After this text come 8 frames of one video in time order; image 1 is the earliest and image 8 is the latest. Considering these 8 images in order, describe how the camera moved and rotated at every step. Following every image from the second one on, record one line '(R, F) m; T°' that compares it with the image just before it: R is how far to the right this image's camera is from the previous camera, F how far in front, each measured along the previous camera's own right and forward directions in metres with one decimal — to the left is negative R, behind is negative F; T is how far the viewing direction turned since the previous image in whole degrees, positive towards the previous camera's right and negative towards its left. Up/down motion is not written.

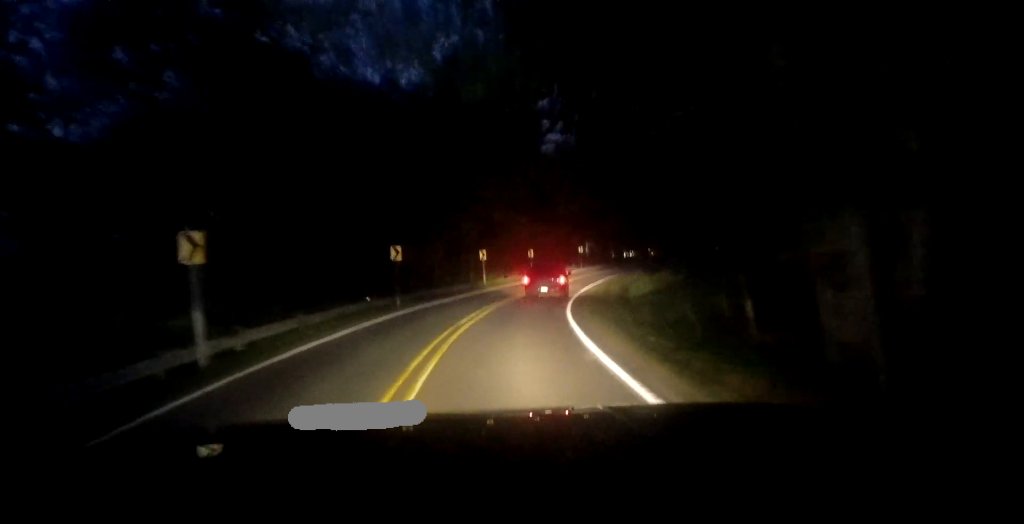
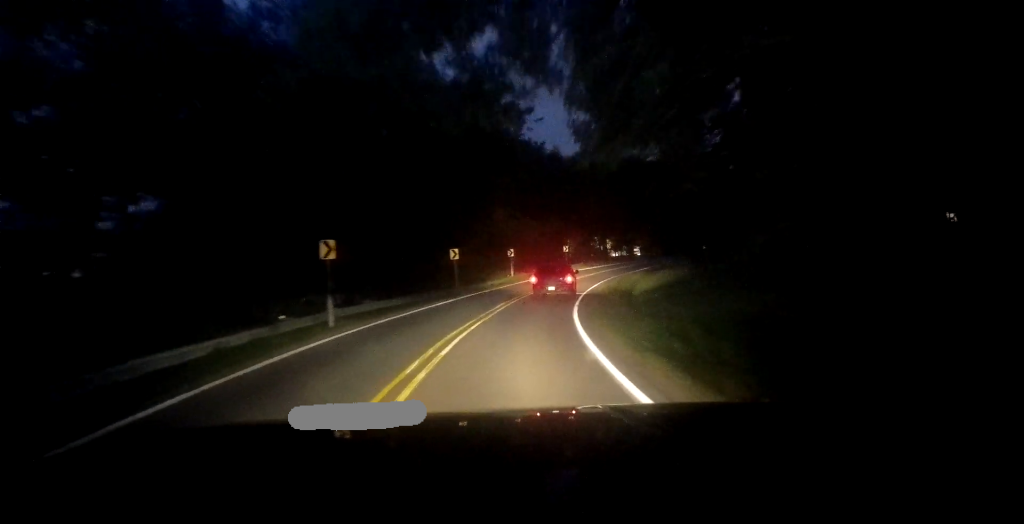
(+0.1, +8.1) m; +4°
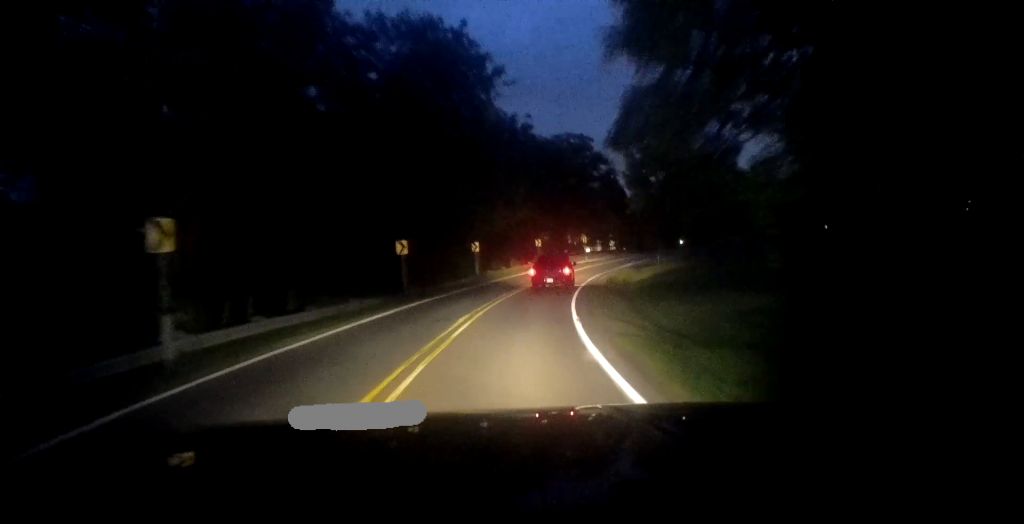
(+0.4, +8.3) m; +3°
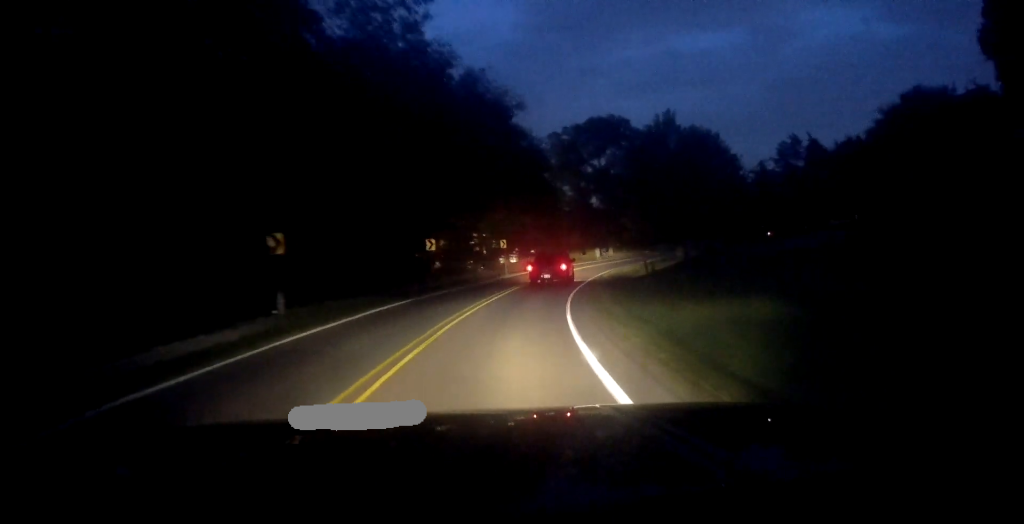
(+1.3, +25.3) m; +8°
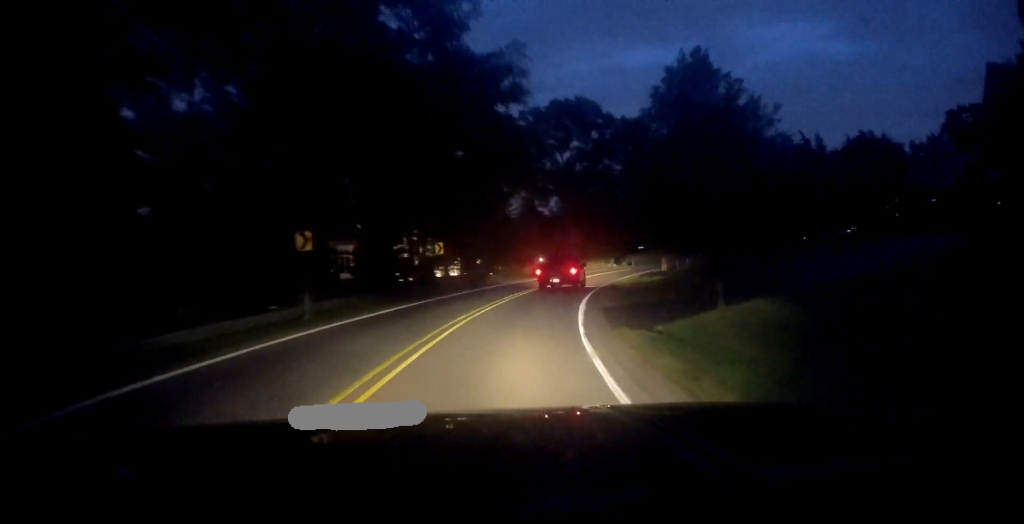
(+0.8, +15.7) m; +6°
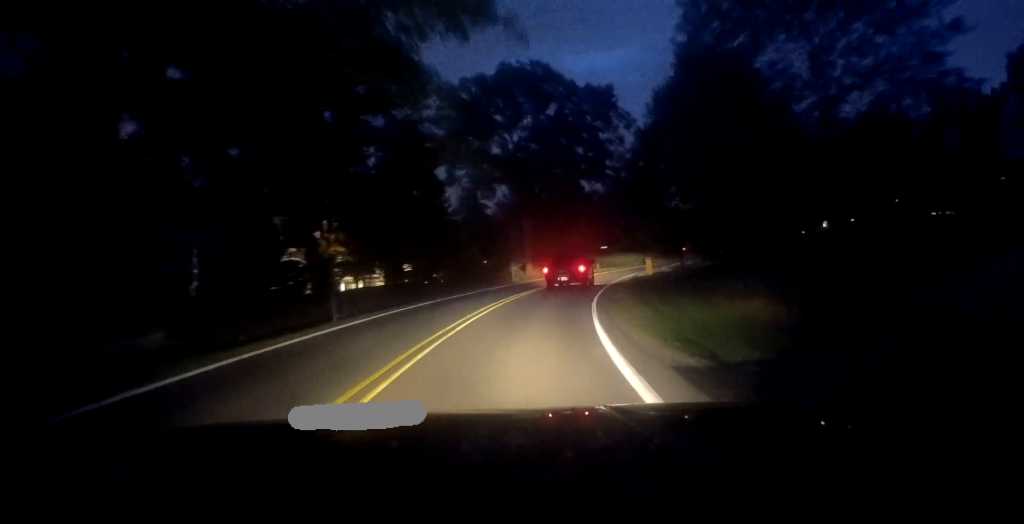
(+0.7, +14.1) m; +7°
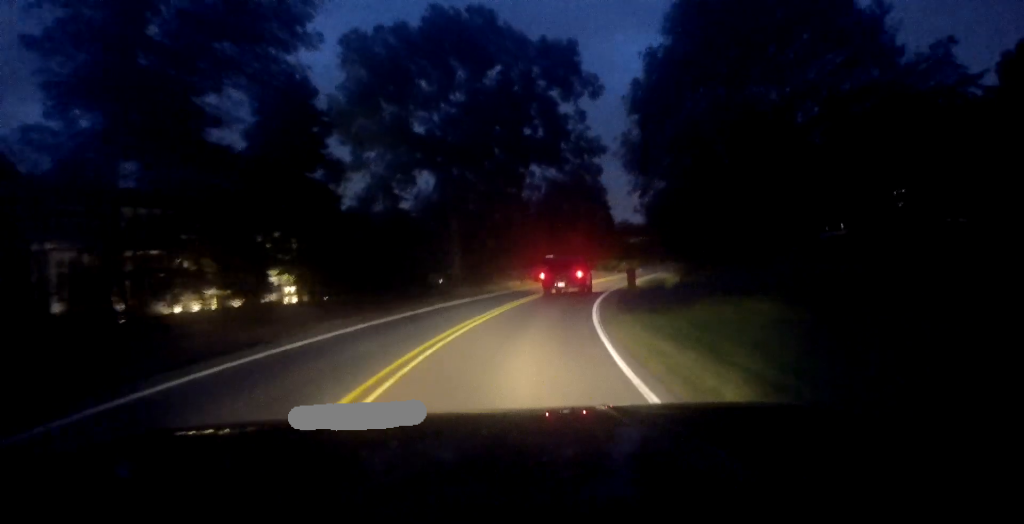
(+1.0, +15.0) m; +11°
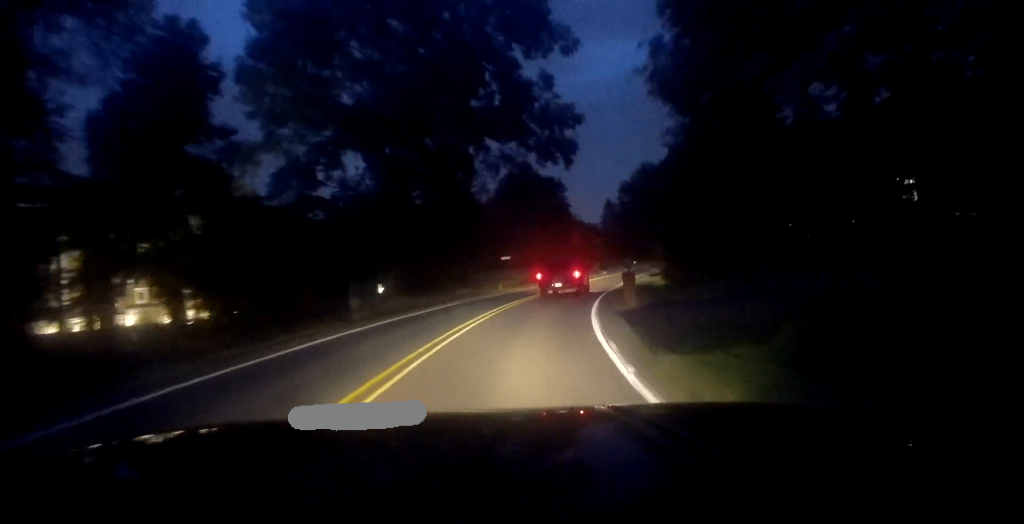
(+0.9, +9.2) m; +3°
